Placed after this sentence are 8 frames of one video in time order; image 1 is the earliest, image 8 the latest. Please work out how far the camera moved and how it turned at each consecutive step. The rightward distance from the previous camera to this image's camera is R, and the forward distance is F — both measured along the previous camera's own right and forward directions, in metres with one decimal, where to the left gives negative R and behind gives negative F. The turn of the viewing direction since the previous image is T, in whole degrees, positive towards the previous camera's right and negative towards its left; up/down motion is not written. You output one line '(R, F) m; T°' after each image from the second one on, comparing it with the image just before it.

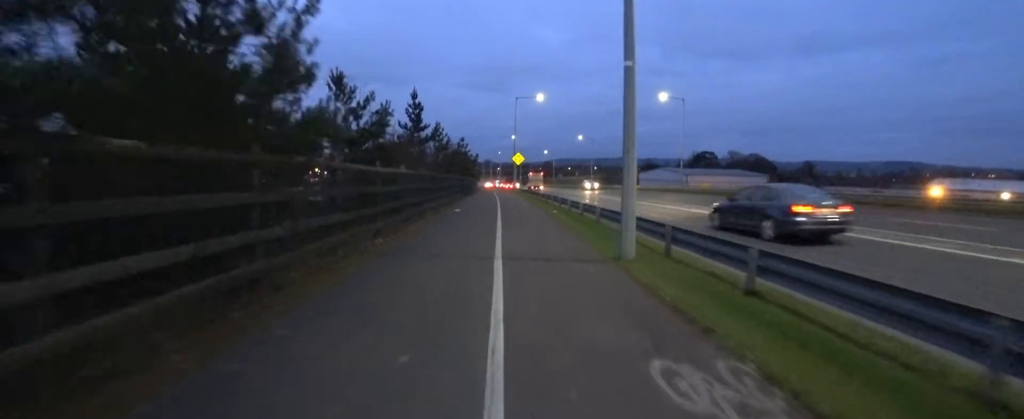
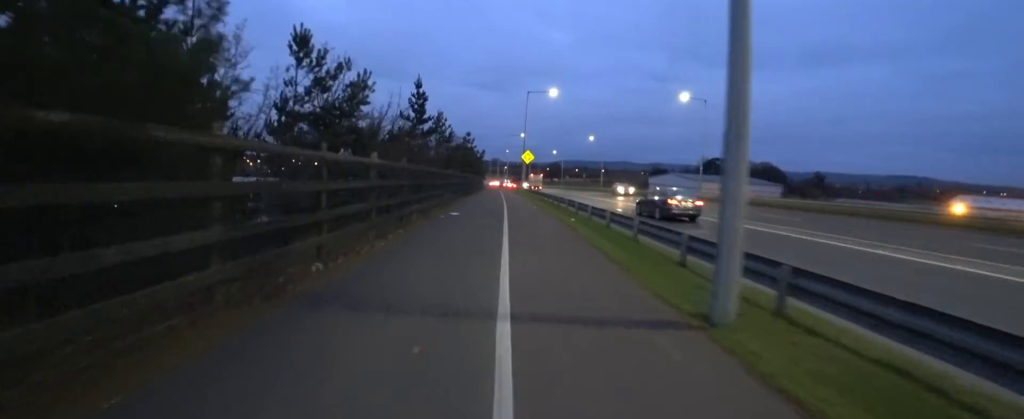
(+0.2, +2.9) m; 0°
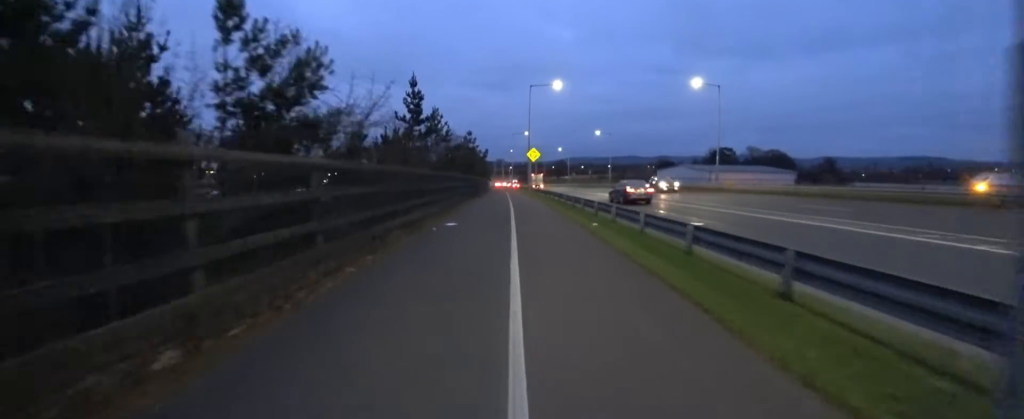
(+0.3, +2.4) m; +1°
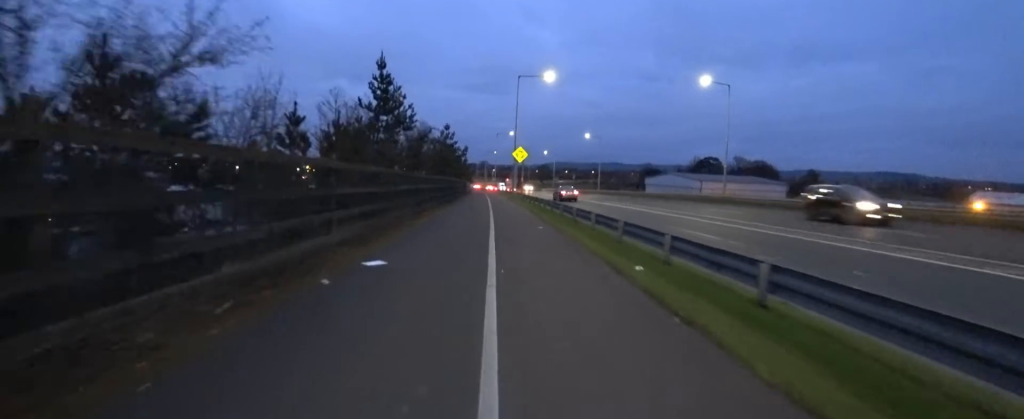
(-0.3, +5.0) m; -4°
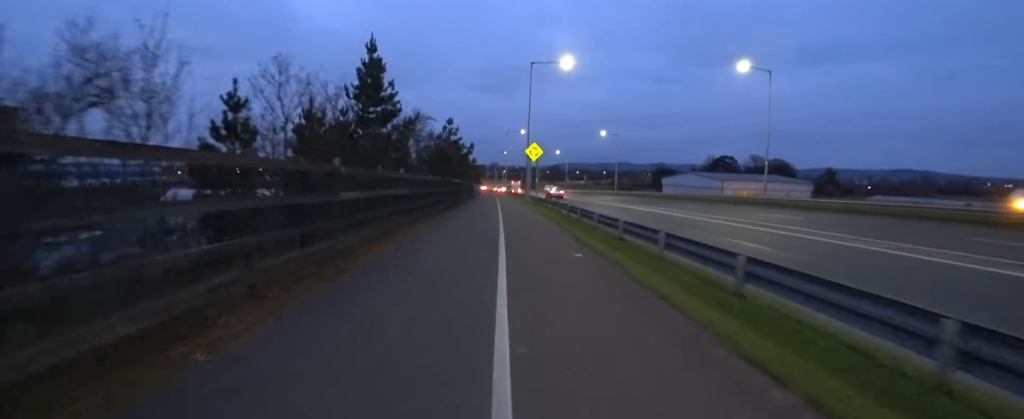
(-0.2, +4.2) m; 0°
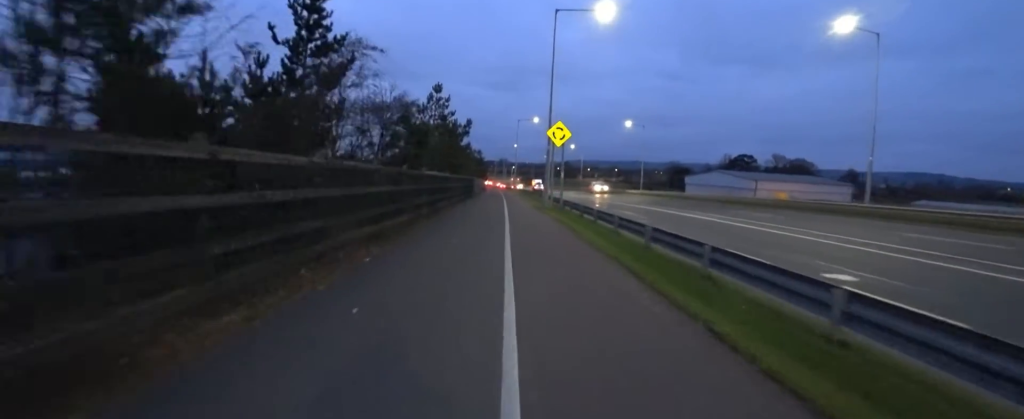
(+0.8, +8.7) m; +3°
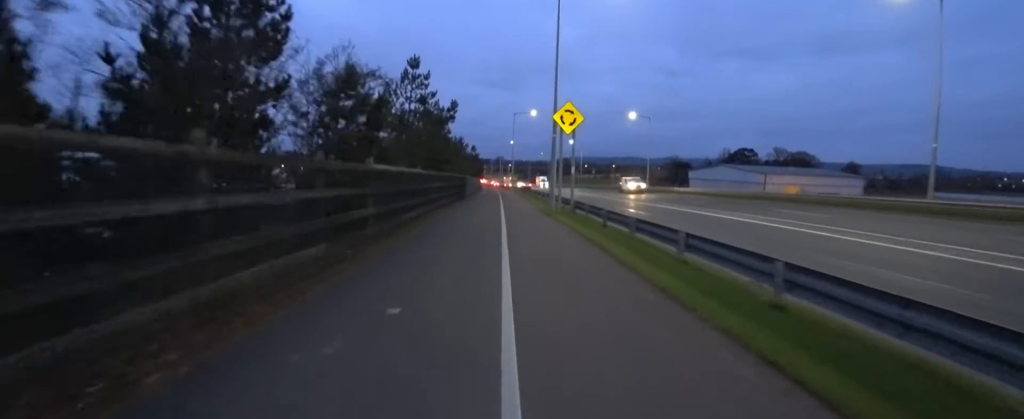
(-0.4, +4.2) m; 0°
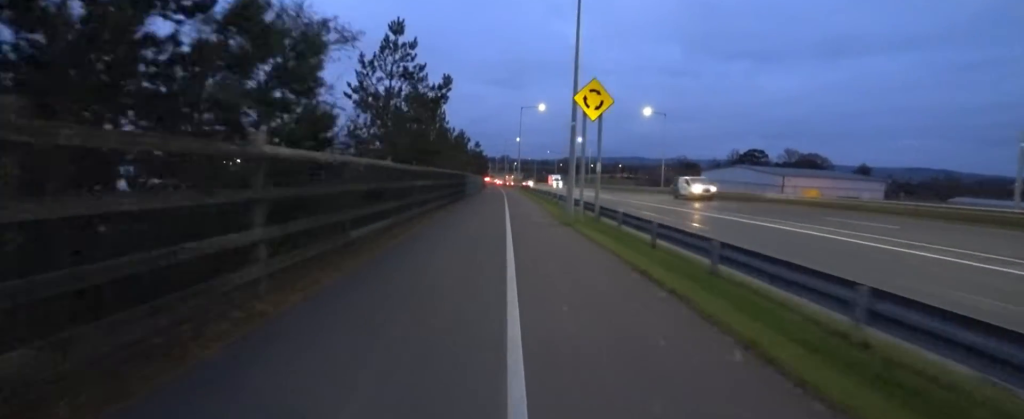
(-0.1, +3.5) m; 0°
